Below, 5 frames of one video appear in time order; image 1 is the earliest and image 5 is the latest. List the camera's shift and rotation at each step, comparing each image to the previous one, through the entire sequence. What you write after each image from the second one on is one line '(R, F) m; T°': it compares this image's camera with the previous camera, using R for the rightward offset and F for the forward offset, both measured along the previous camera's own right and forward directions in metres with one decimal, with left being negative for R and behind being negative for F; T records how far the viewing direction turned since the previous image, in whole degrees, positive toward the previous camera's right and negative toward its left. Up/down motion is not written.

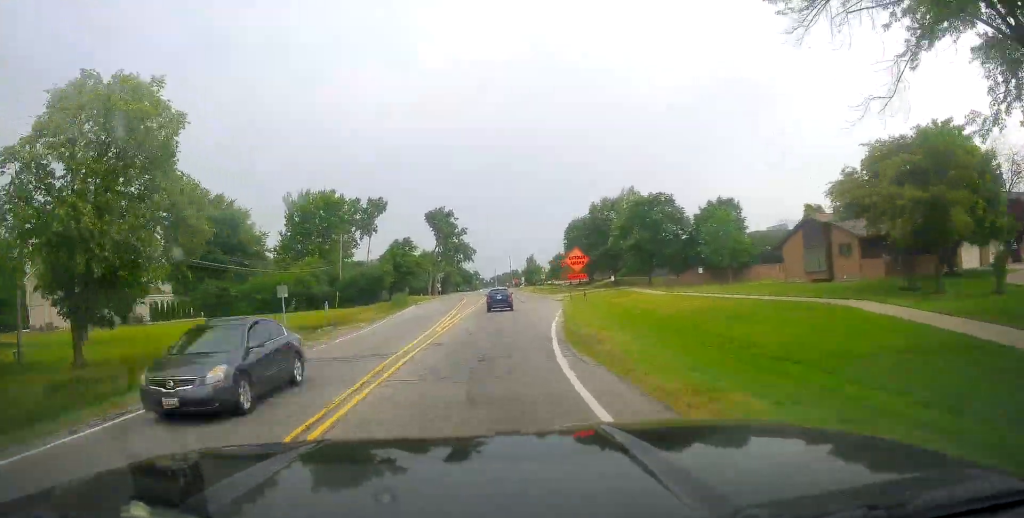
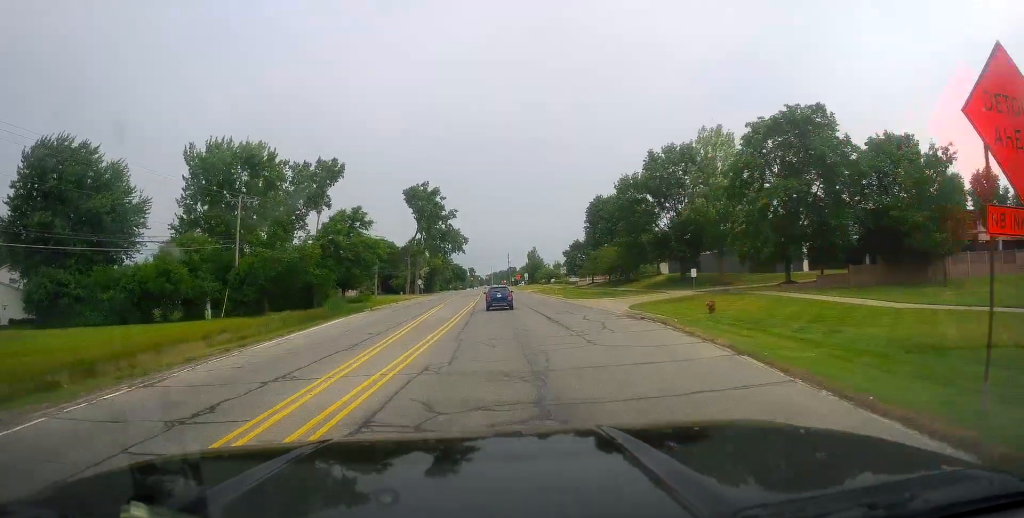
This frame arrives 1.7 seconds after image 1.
(+0.6, +33.4) m; +1°
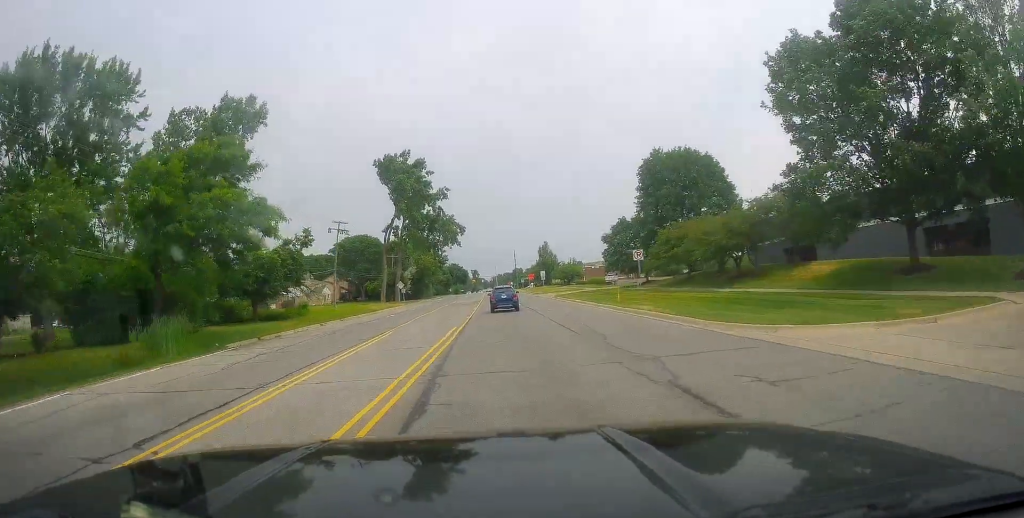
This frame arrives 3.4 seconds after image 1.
(+0.2, +32.4) m; +1°
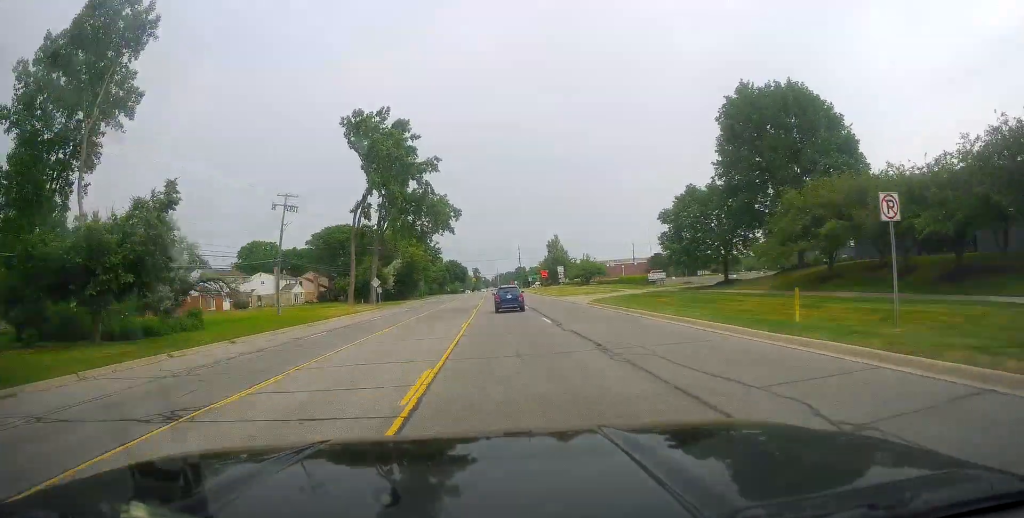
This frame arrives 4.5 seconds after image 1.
(-0.3, +22.0) m; -2°
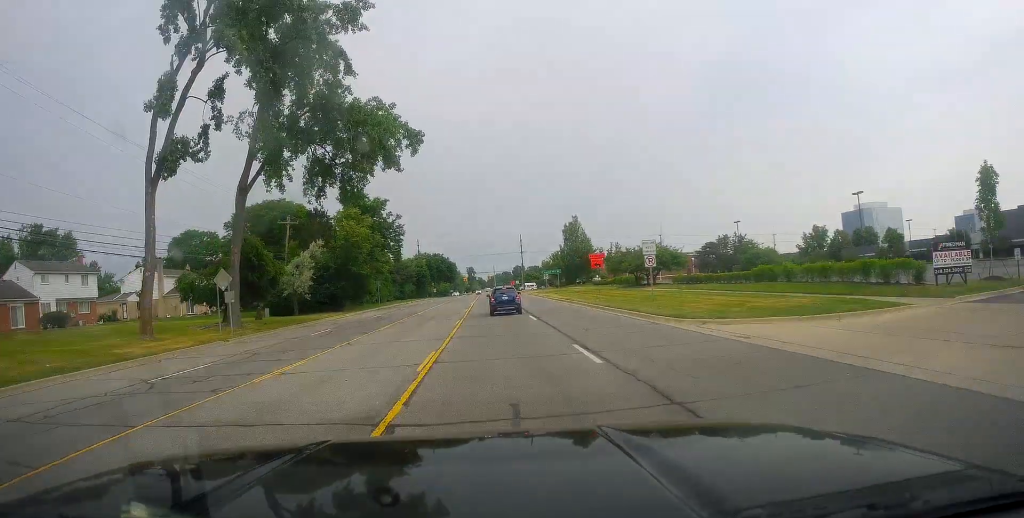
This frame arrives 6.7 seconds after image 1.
(+0.6, +43.2) m; +1°
